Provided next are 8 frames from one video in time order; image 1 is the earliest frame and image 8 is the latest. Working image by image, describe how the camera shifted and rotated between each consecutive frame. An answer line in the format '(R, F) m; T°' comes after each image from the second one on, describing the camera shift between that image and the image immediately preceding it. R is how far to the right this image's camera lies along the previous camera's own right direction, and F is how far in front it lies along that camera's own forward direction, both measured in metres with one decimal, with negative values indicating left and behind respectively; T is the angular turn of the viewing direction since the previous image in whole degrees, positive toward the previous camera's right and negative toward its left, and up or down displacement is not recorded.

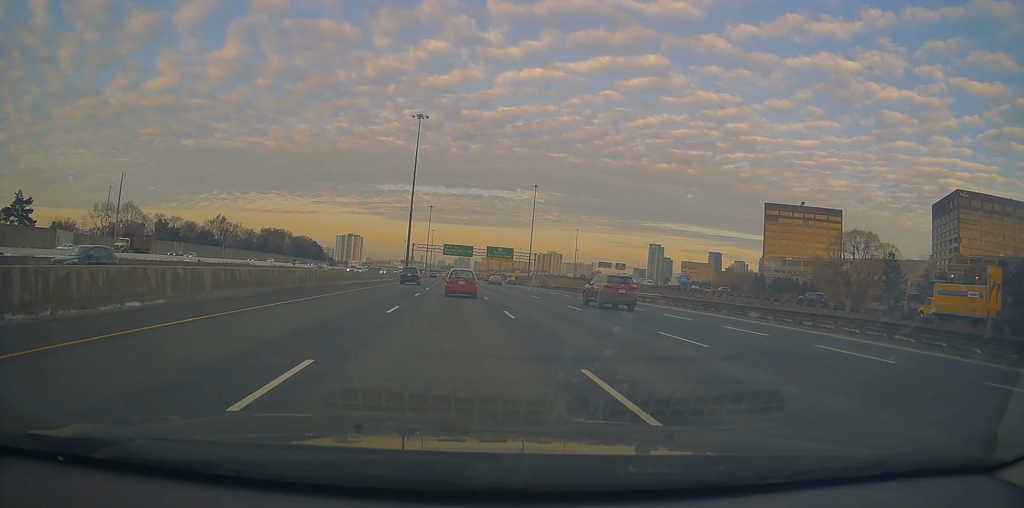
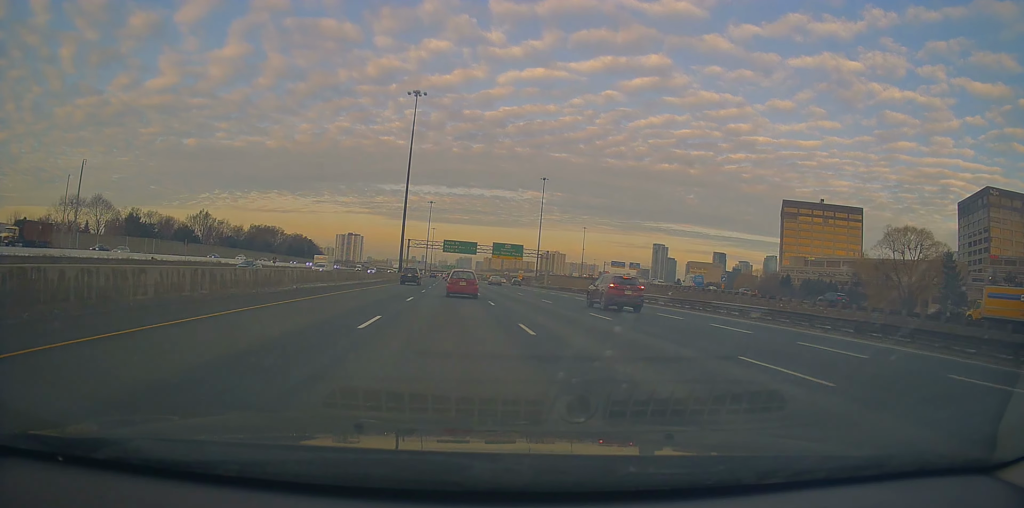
(+0.3, +16.8) m; 0°
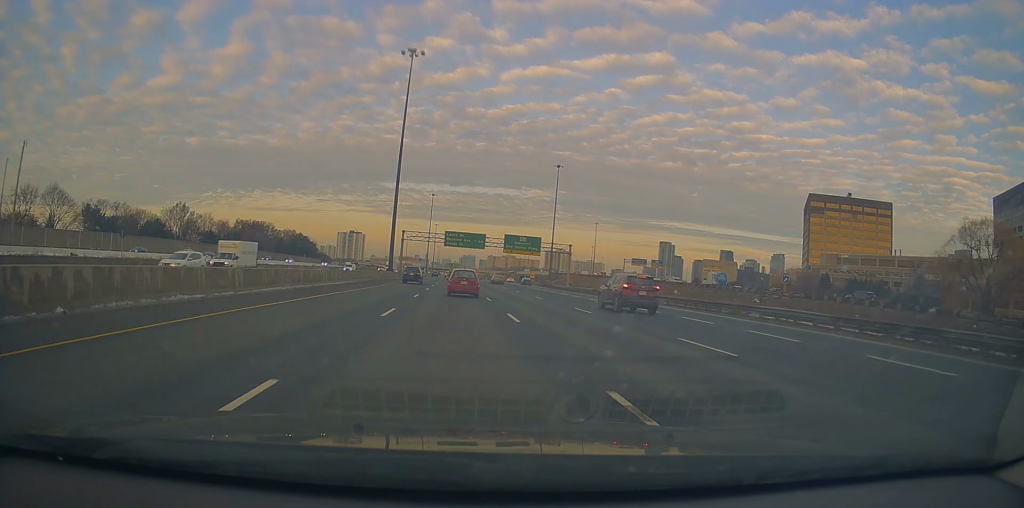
(-0.1, +20.8) m; 0°
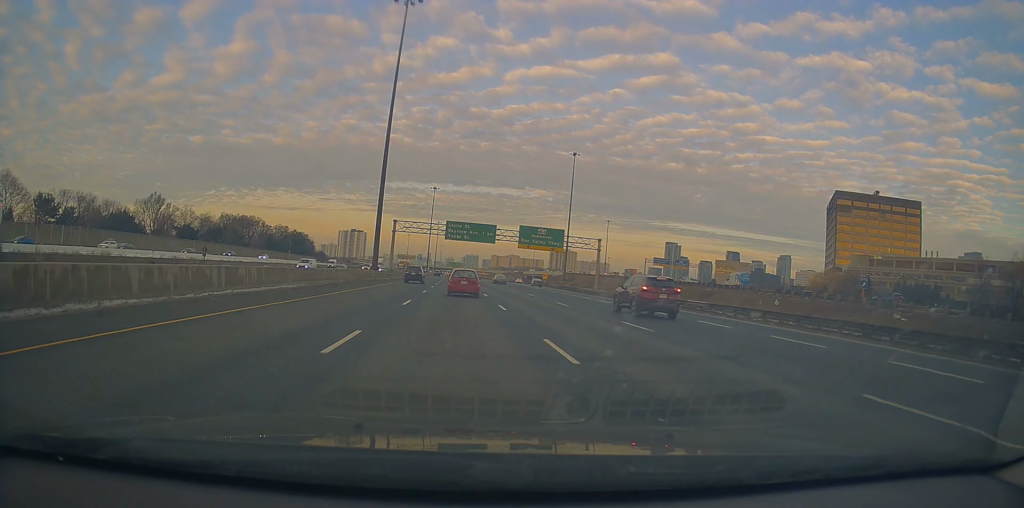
(-0.2, +18.9) m; -1°
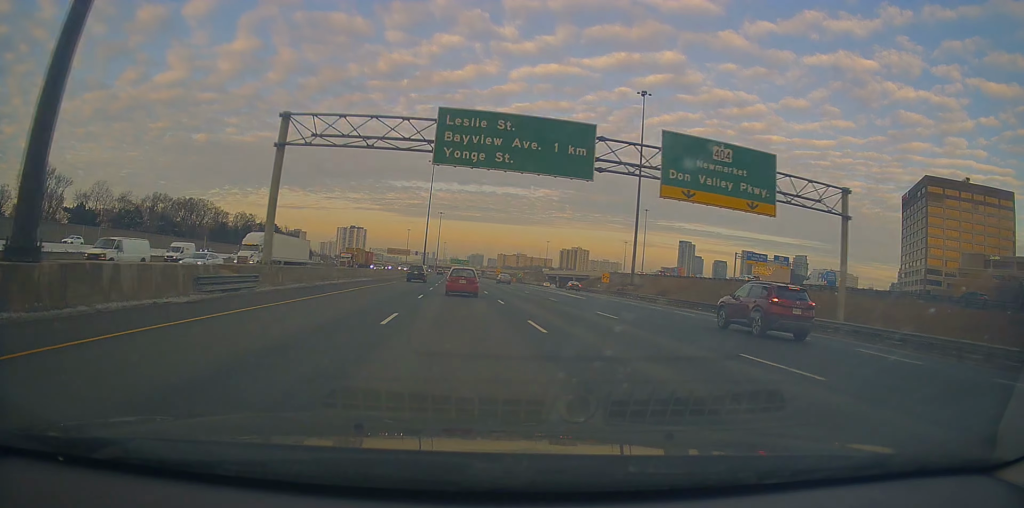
(+0.9, +55.9) m; +1°
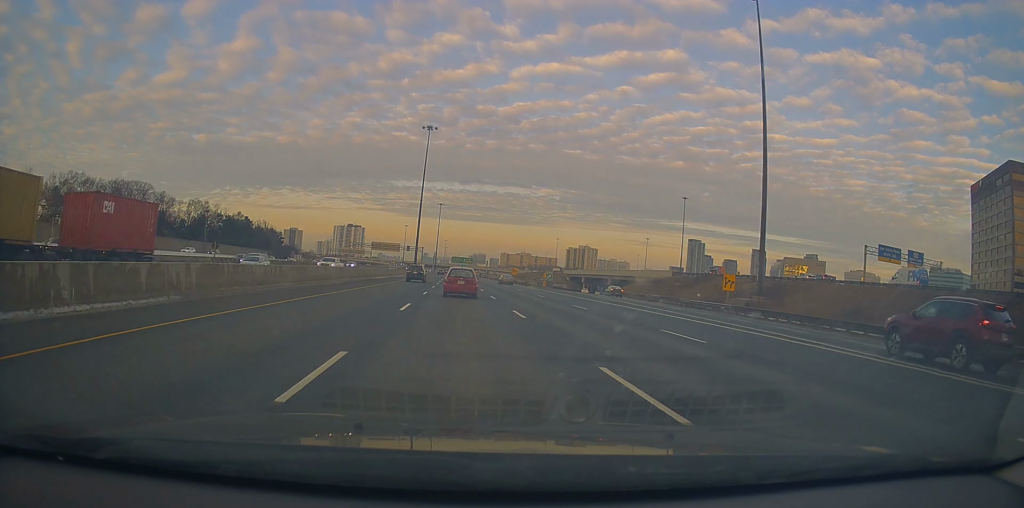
(-1.0, +43.0) m; -2°
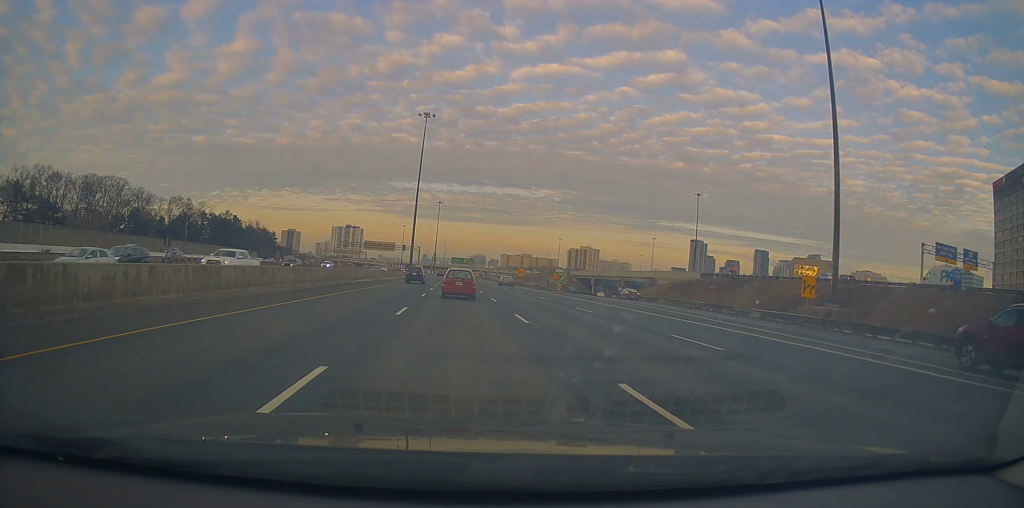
(-0.2, +13.0) m; 0°
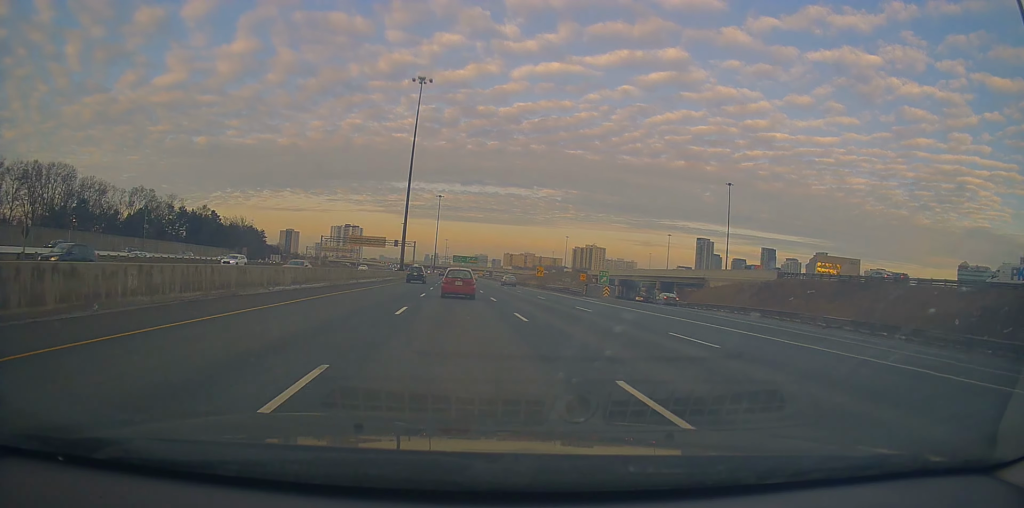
(+0.2, +23.9) m; +1°
